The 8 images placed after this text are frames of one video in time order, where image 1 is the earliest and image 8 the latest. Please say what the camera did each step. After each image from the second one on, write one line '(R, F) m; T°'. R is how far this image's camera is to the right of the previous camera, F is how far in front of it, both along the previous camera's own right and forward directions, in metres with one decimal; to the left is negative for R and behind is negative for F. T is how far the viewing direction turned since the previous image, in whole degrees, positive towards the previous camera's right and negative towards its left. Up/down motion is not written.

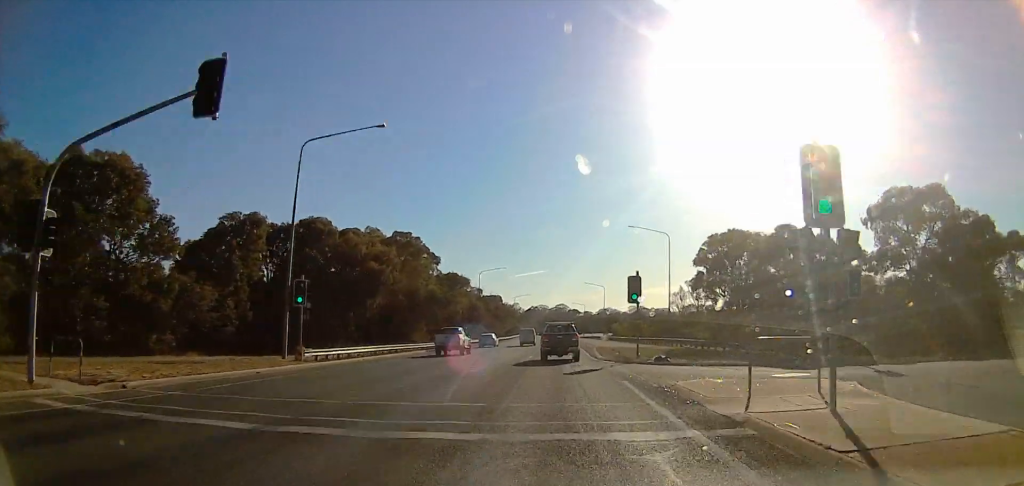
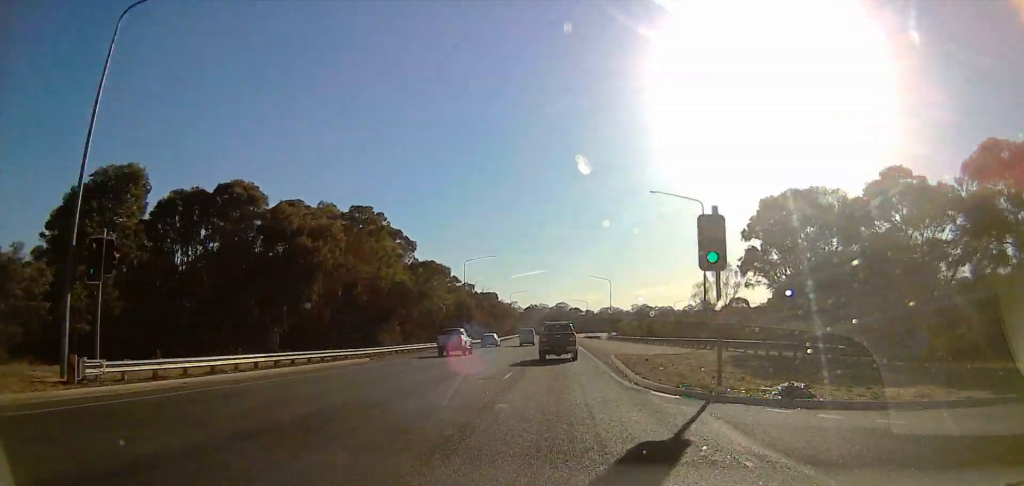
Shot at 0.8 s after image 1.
(0.0, +14.0) m; 0°
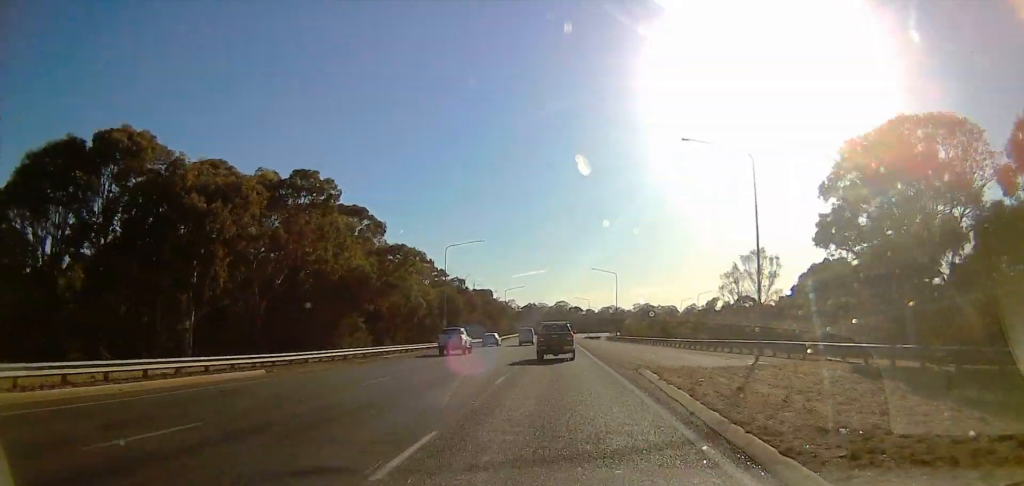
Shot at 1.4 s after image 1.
(0.0, +11.7) m; 0°
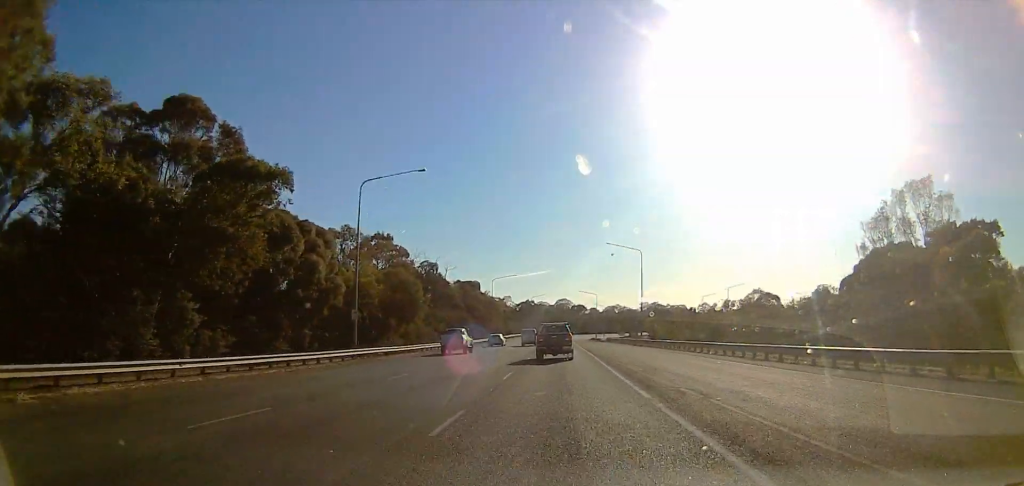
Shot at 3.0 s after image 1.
(+0.1, +27.6) m; 0°
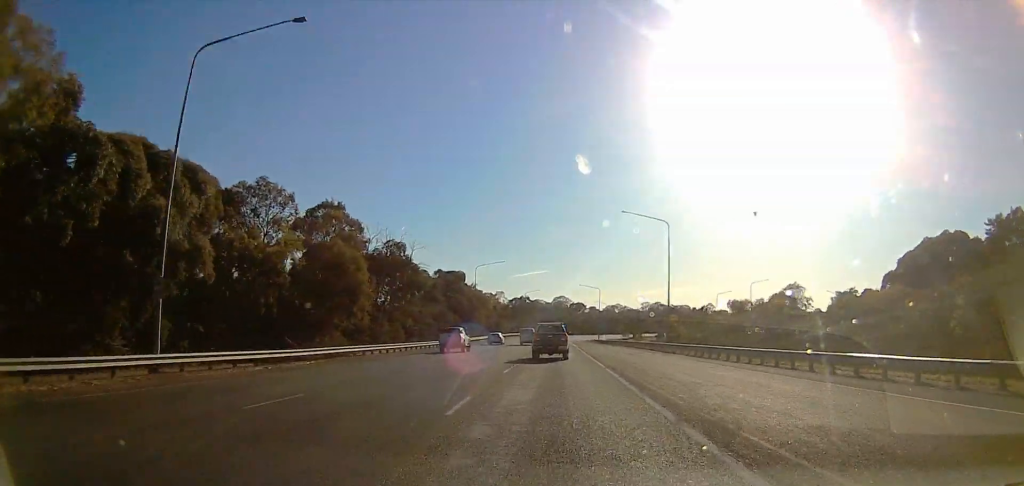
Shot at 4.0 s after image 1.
(0.0, +18.5) m; 0°
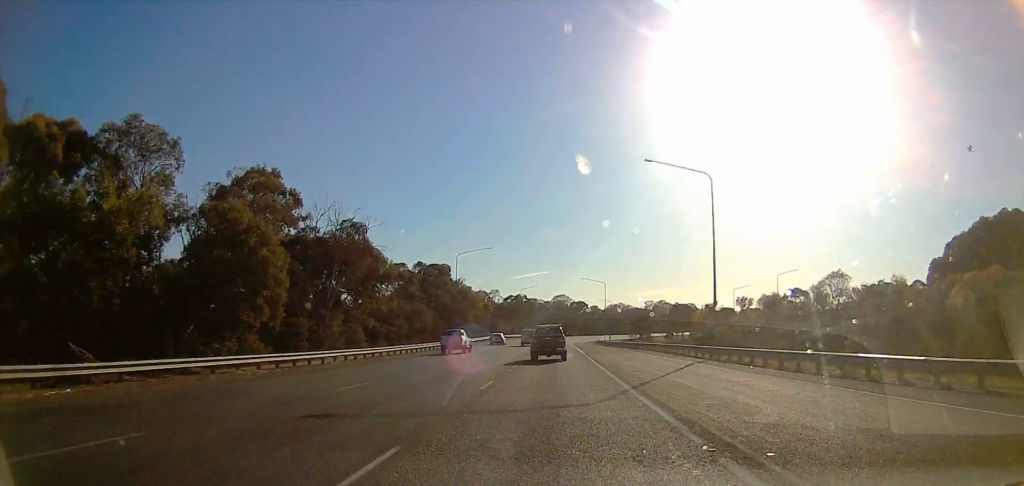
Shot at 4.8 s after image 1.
(0.0, +15.8) m; 0°
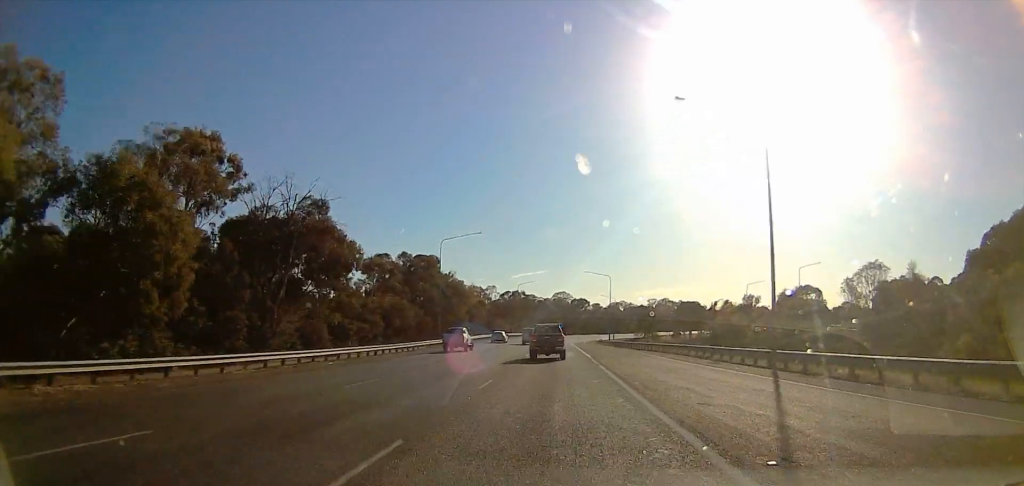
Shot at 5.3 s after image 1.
(0.0, +10.2) m; 0°
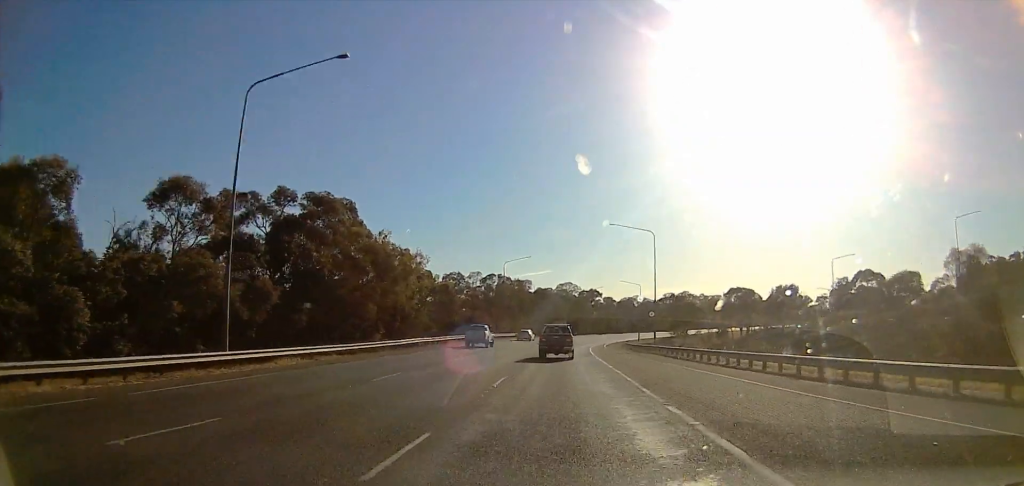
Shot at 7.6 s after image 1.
(0.0, +43.7) m; 0°
